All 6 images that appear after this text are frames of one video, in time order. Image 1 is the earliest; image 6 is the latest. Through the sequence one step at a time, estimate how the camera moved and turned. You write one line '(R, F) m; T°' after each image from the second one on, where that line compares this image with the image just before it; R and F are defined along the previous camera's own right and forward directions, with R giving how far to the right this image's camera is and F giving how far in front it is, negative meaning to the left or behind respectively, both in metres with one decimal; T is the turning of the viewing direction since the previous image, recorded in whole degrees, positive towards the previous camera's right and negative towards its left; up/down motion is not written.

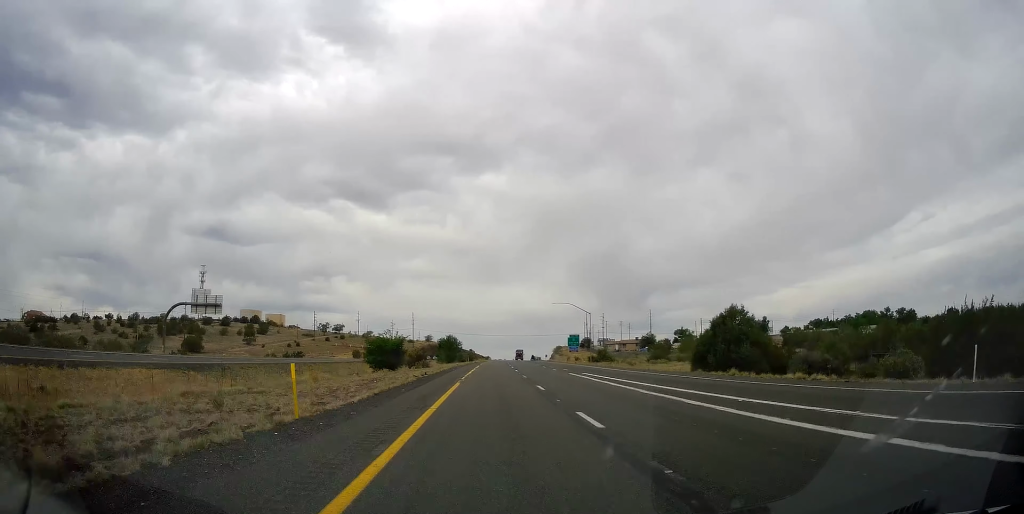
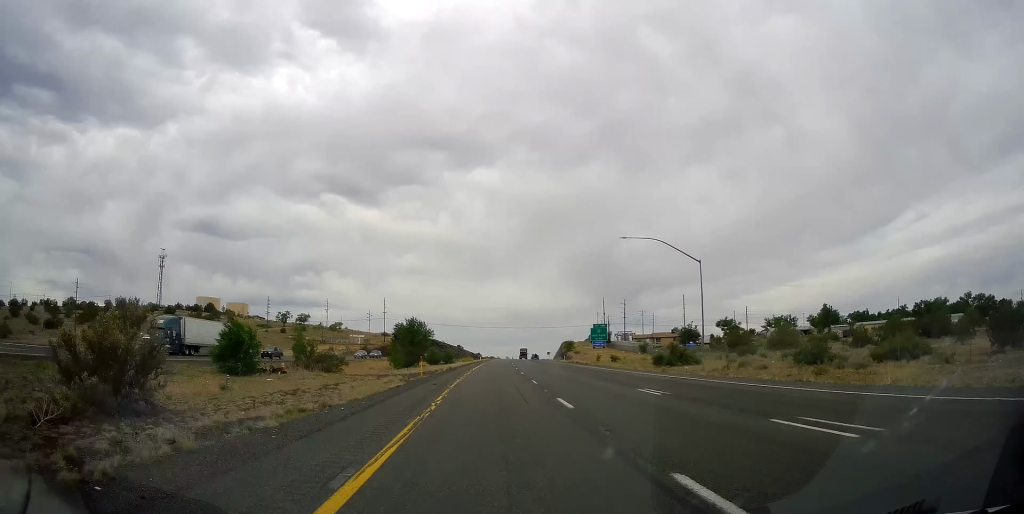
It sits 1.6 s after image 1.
(+0.5, +57.1) m; +1°
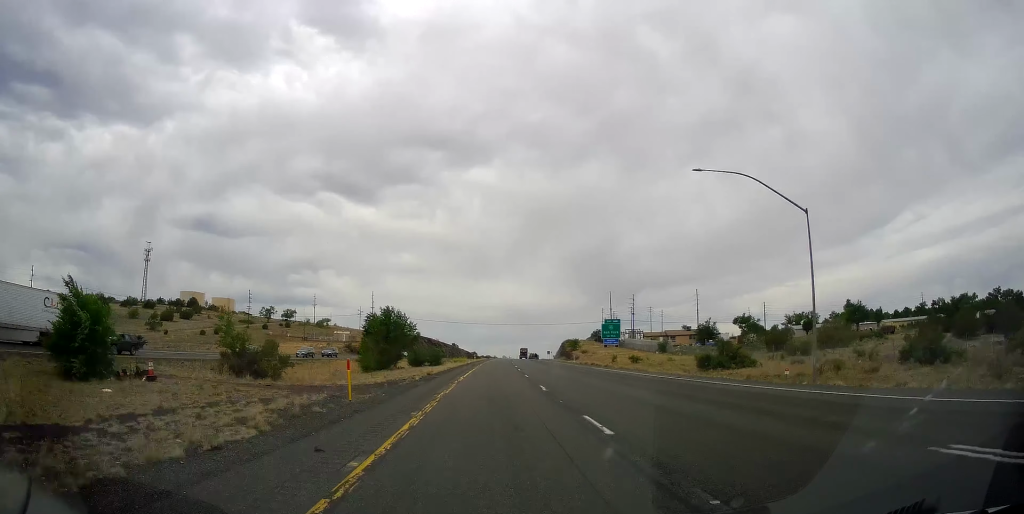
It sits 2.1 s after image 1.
(+0.1, +17.5) m; 0°
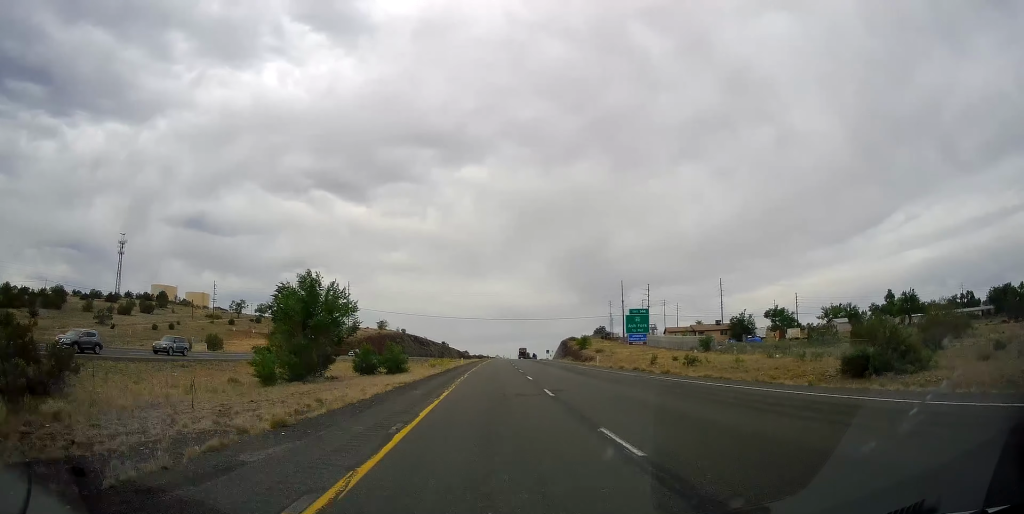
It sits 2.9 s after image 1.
(+0.1, +26.8) m; +1°
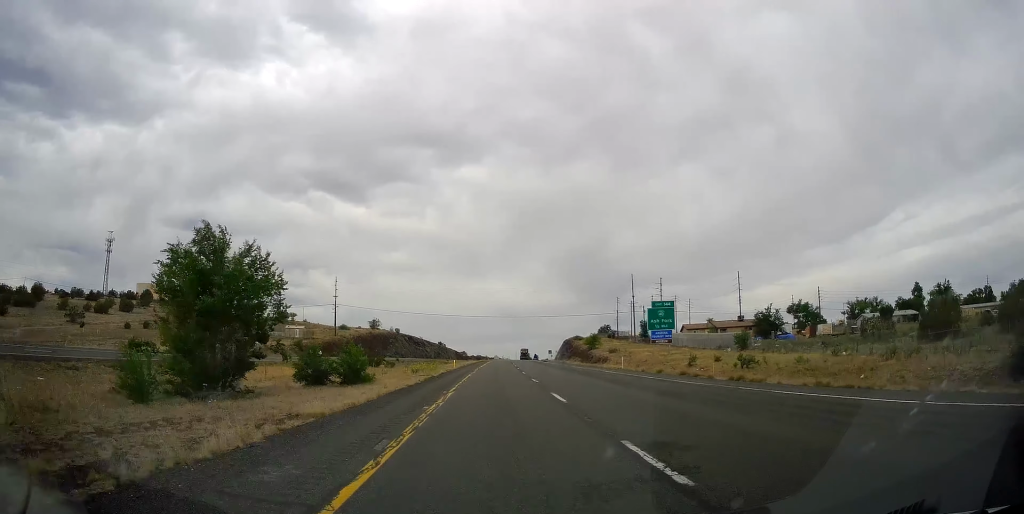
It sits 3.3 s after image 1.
(-0.1, +14.0) m; 0°
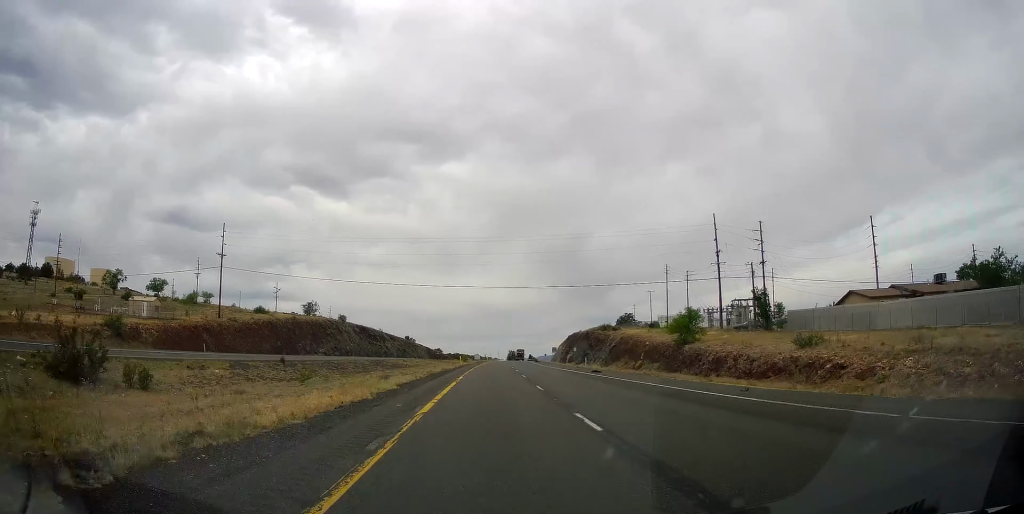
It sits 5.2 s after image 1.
(+1.2, +67.6) m; +2°
